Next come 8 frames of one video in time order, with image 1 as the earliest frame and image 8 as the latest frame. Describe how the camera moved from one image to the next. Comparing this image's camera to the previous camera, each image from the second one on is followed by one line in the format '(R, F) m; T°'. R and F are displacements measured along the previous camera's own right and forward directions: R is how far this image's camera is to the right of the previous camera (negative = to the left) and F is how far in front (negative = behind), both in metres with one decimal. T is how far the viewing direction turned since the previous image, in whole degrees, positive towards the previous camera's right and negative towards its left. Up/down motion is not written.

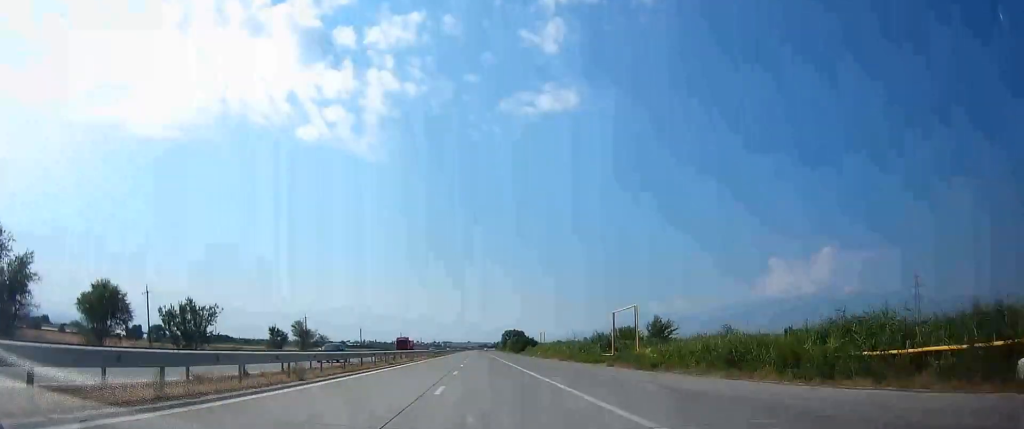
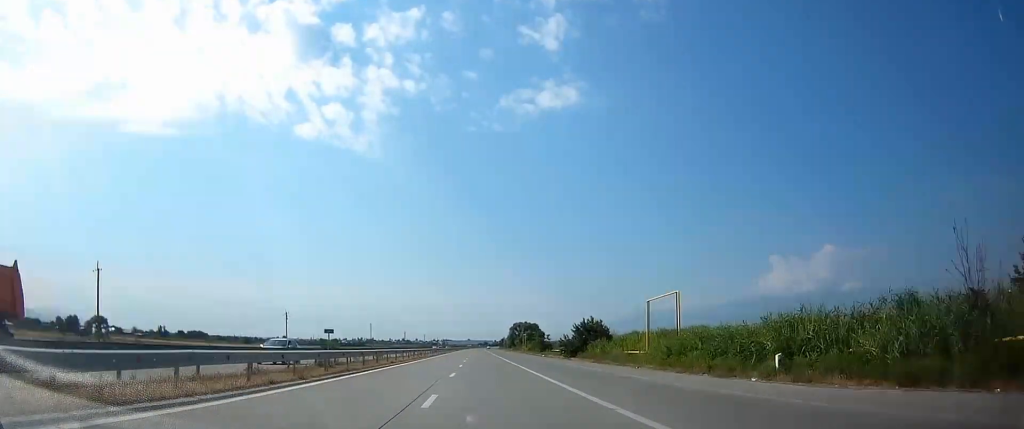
(+0.1, +75.5) m; 0°
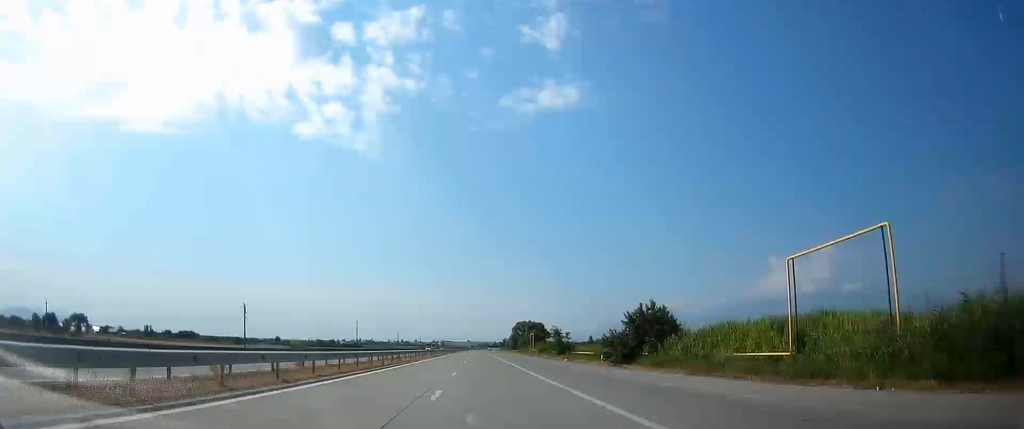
(0.0, +21.7) m; 0°
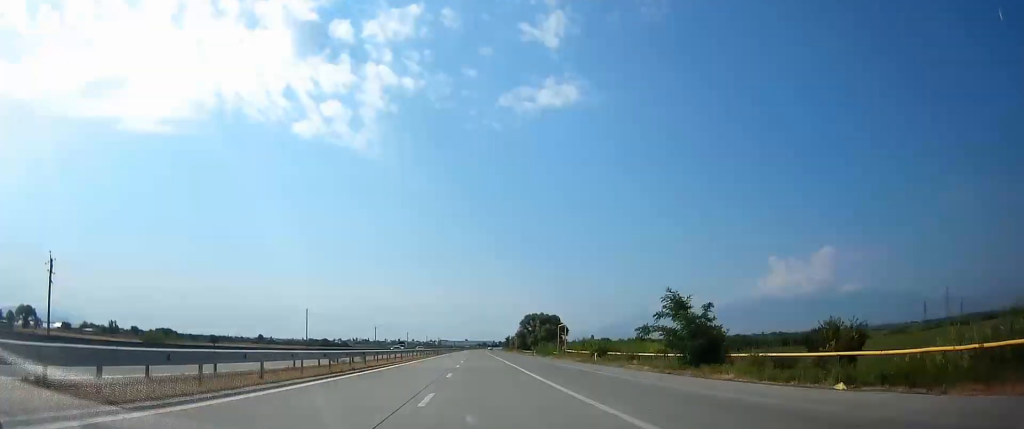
(+0.1, +48.9) m; +1°
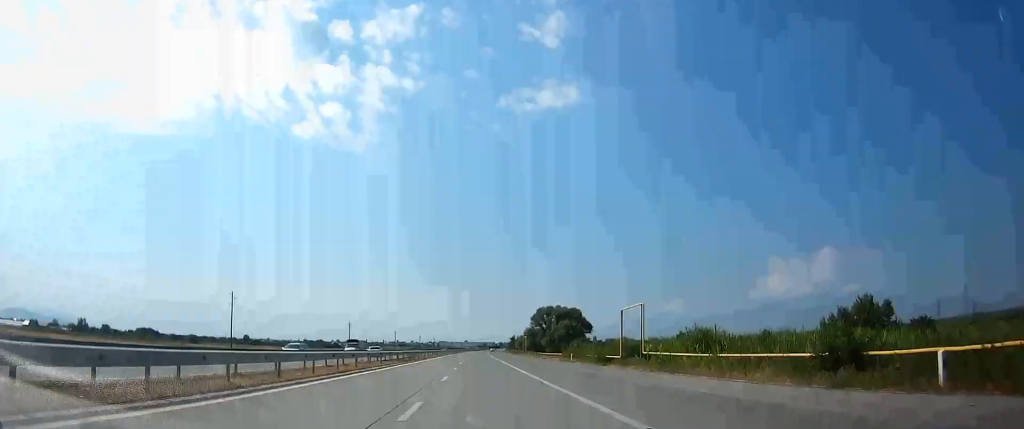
(+0.4, +38.1) m; 0°
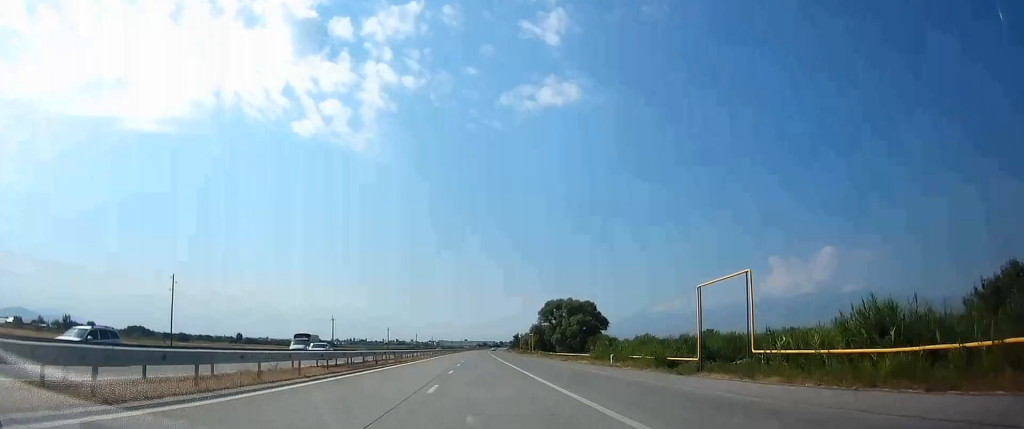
(-0.2, +17.7) m; 0°
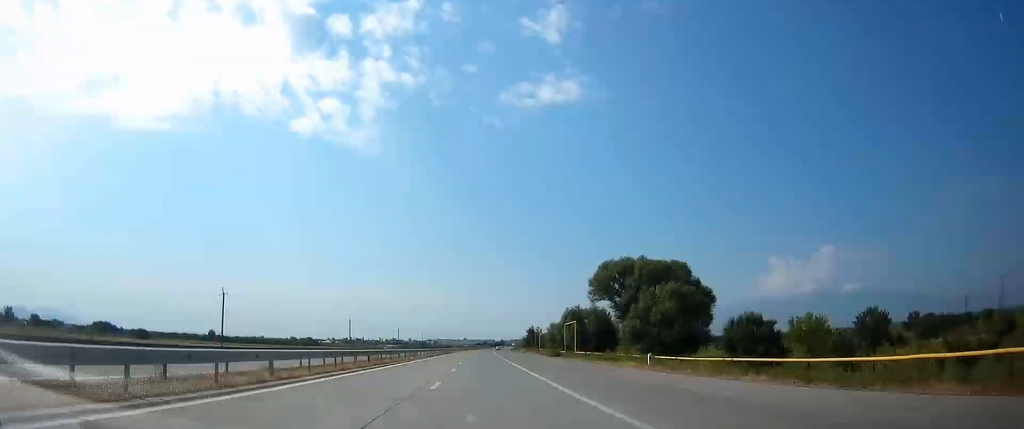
(-0.3, +58.7) m; -1°
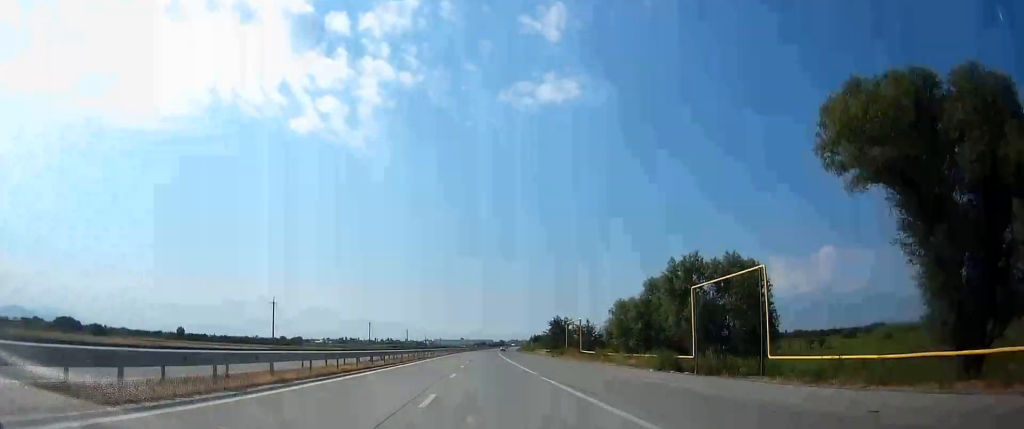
(-0.2, +52.2) m; +1°
